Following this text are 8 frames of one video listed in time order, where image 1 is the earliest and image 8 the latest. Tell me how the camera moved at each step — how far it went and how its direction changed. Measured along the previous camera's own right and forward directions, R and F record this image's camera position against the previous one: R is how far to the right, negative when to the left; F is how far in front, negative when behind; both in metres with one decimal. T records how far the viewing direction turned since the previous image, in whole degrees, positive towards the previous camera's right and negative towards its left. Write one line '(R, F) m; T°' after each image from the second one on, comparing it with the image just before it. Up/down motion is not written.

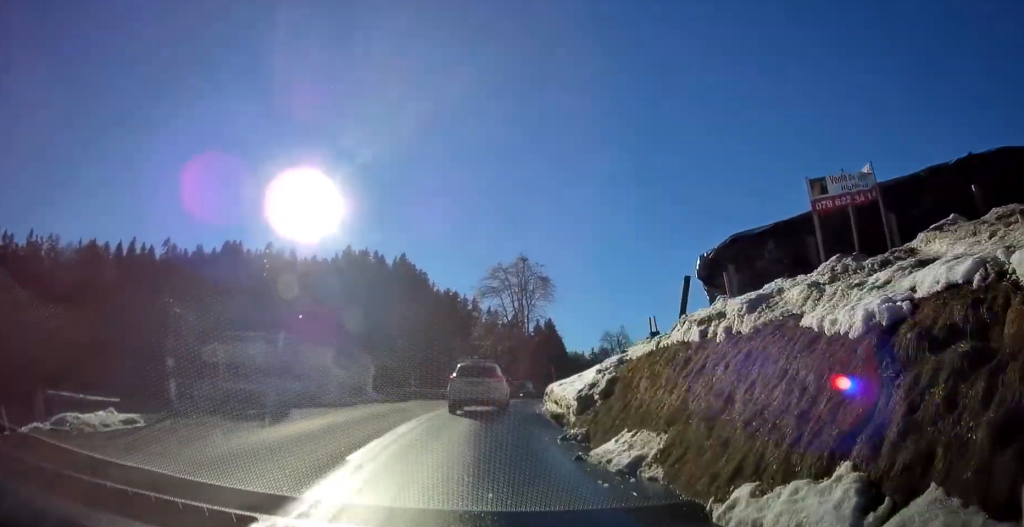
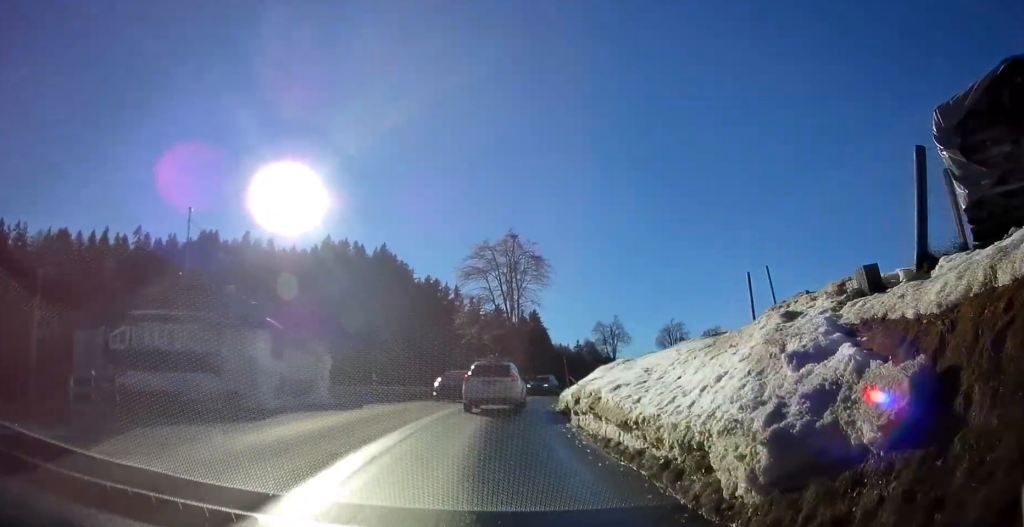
(+0.1, +8.8) m; +2°
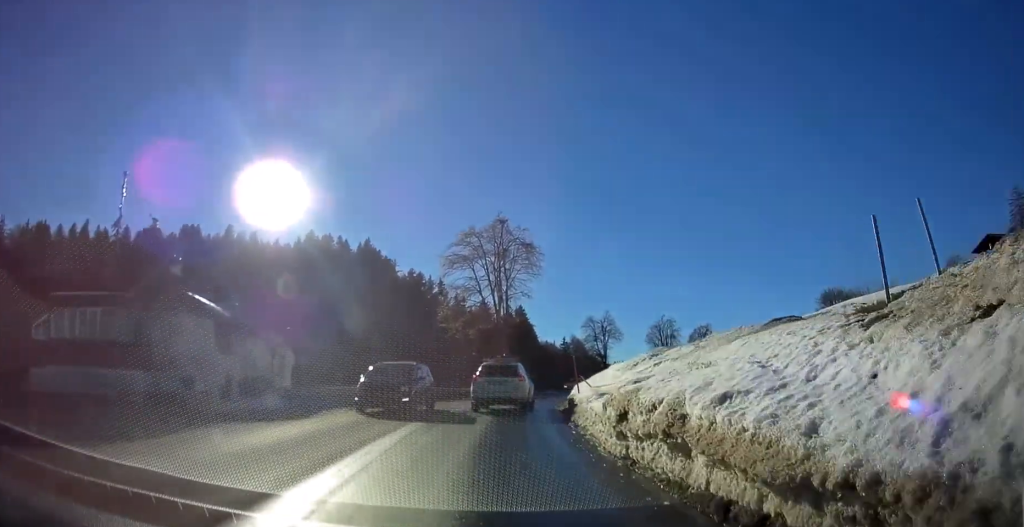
(0.0, +5.0) m; +2°
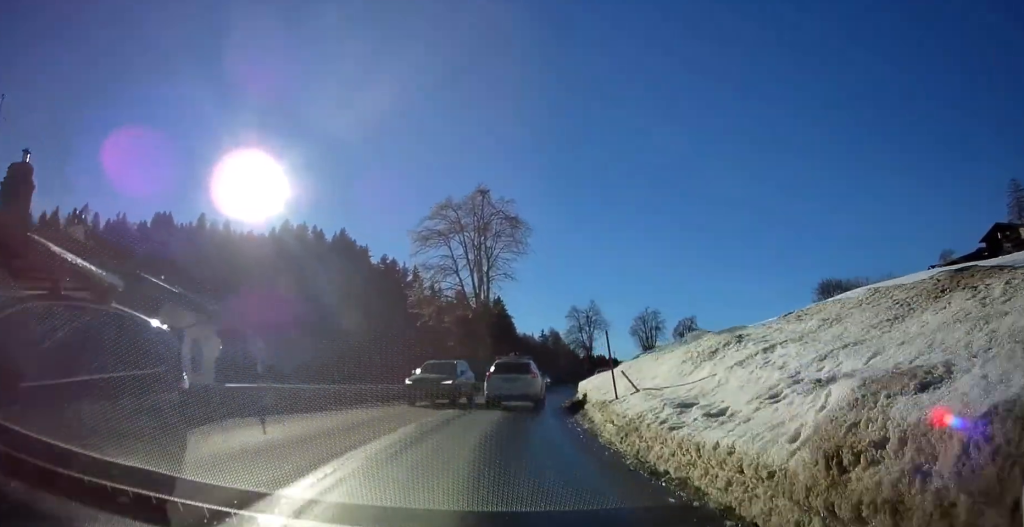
(+0.1, +6.7) m; +2°
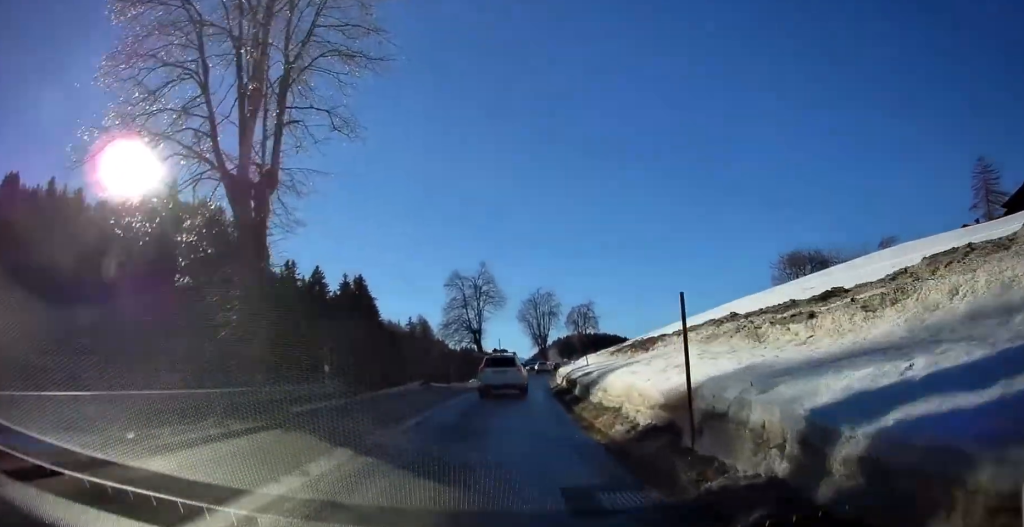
(+2.7, +30.1) m; +11°
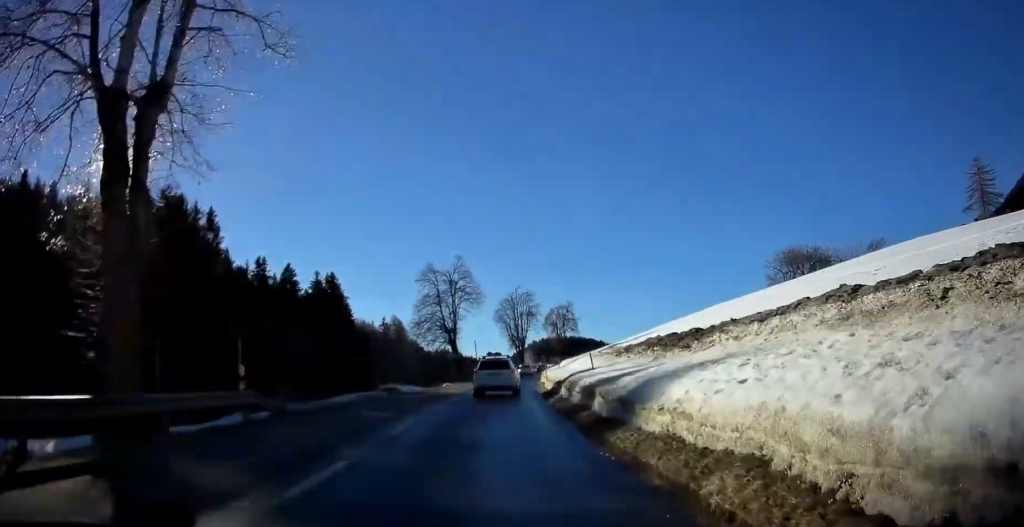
(+0.2, +6.0) m; +2°
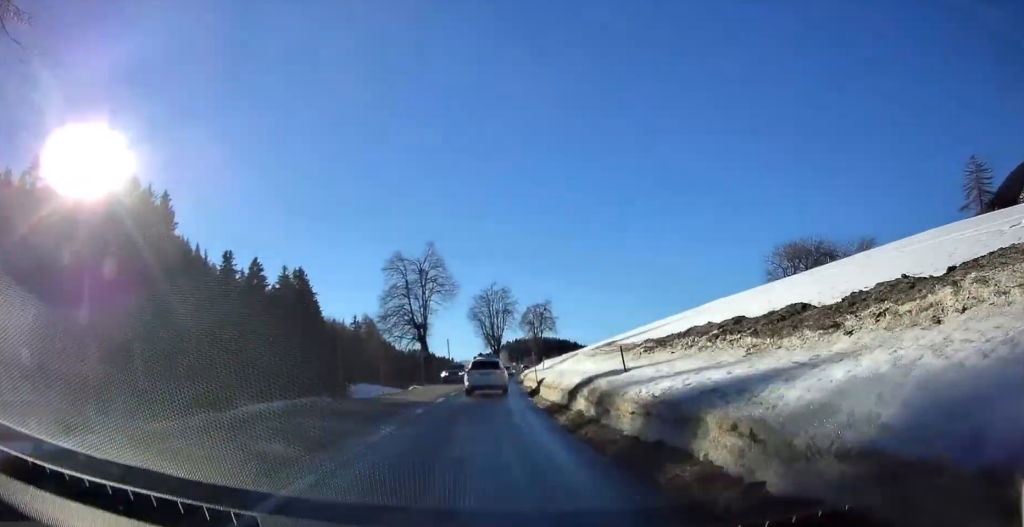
(+0.2, +6.8) m; +2°
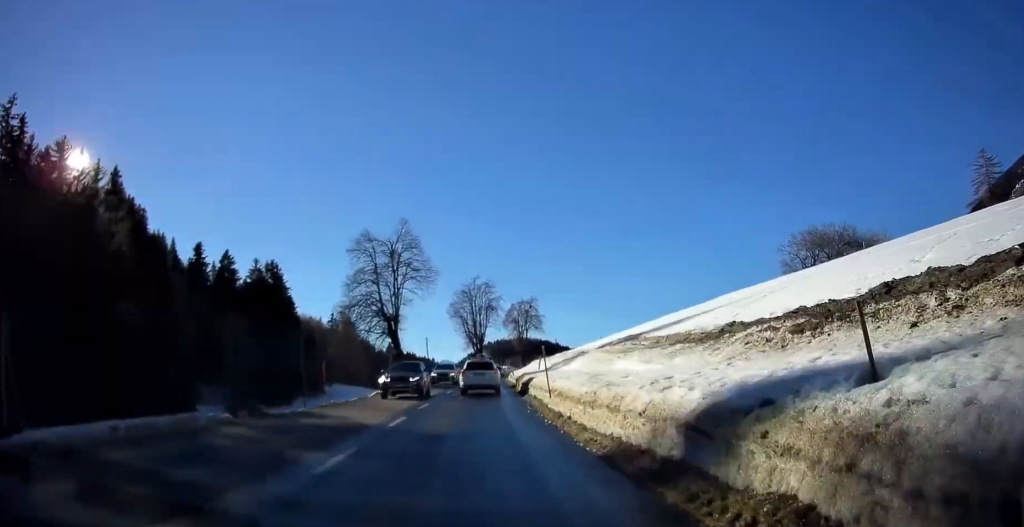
(+0.1, +9.2) m; +1°
